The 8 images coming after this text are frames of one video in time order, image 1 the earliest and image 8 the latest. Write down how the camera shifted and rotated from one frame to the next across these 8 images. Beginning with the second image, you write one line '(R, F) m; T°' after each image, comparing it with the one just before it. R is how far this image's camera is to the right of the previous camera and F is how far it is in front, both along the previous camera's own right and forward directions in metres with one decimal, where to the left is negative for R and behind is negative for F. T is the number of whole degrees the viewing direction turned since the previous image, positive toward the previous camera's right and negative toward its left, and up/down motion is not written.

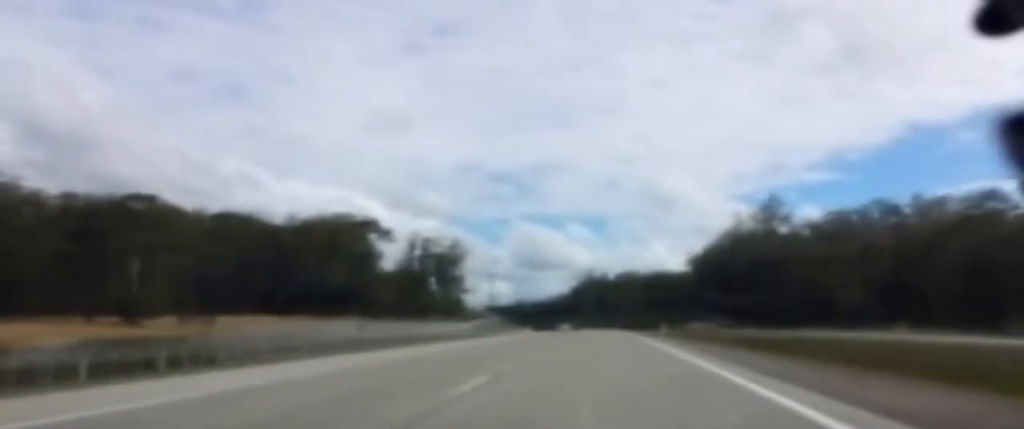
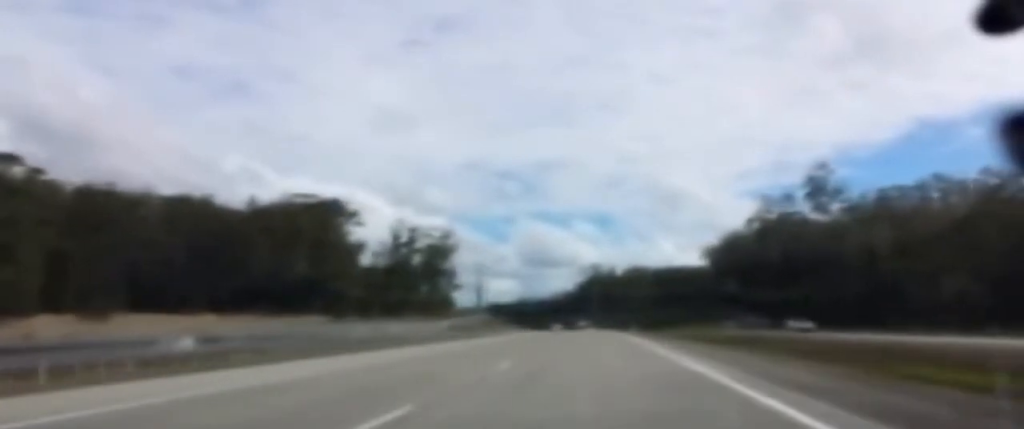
(-0.1, +38.3) m; -1°
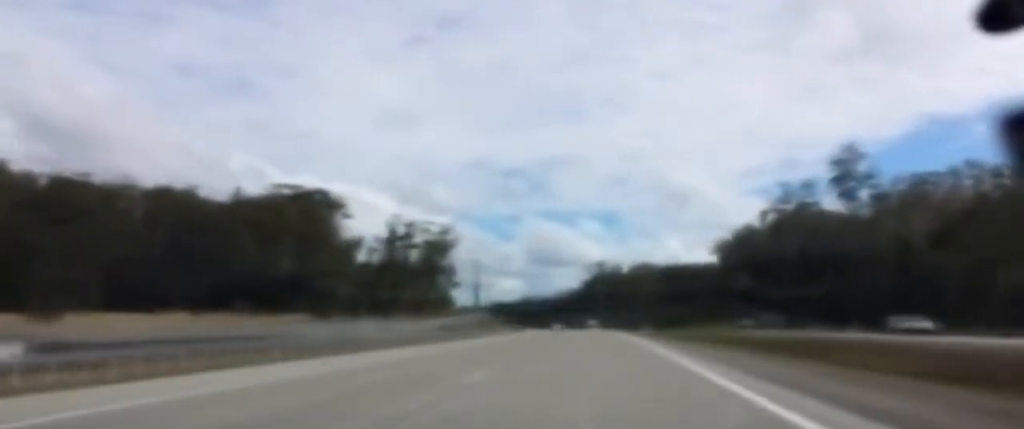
(-0.1, +15.2) m; -1°
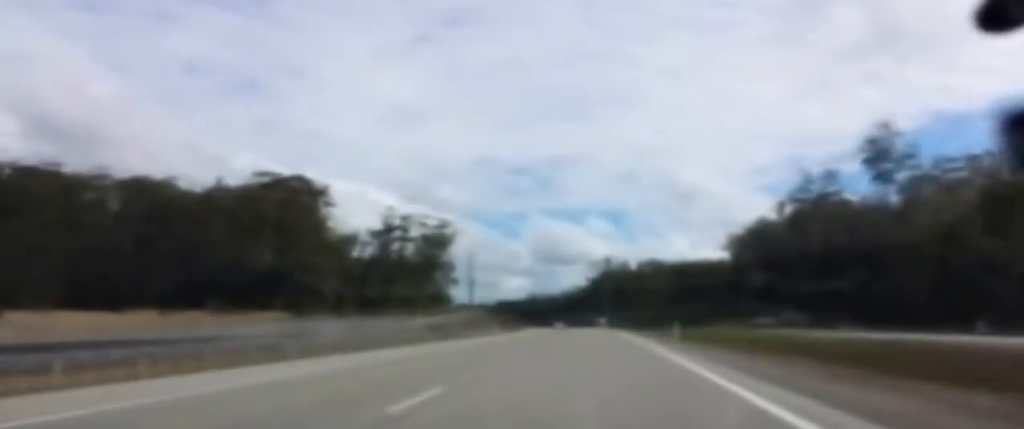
(-0.1, +16.2) m; 0°
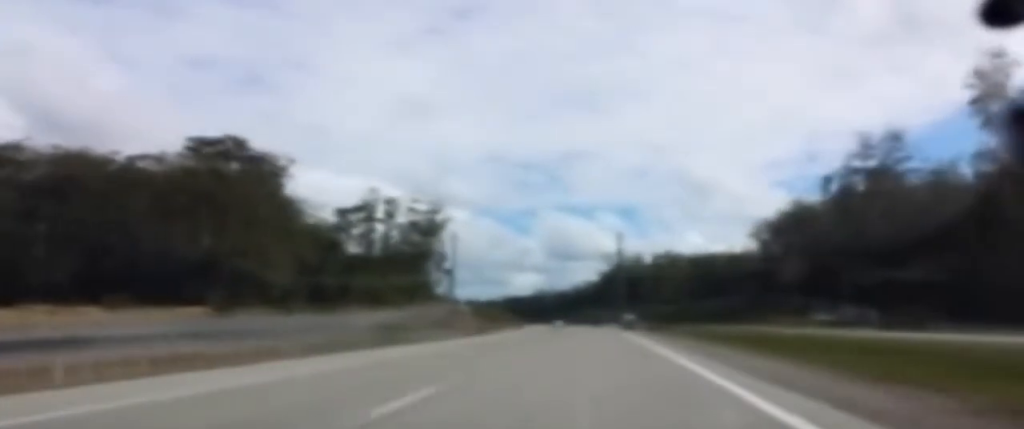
(-0.2, +34.5) m; -1°
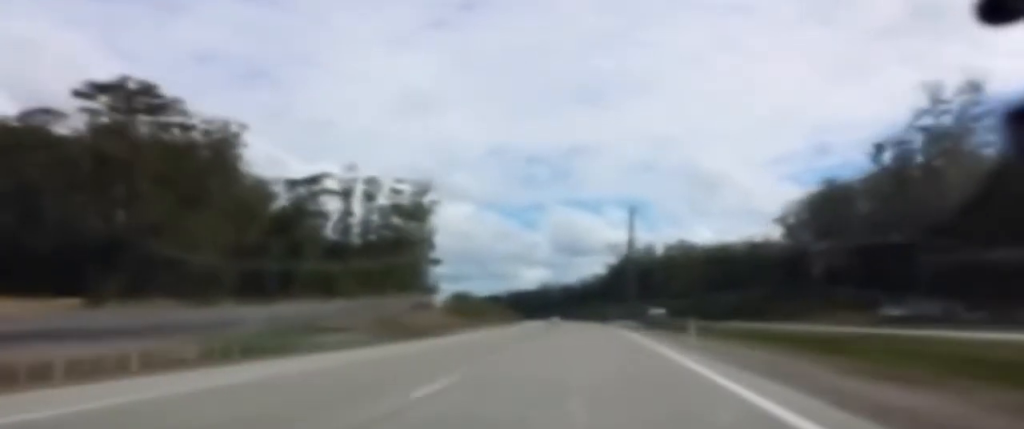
(-0.2, +31.6) m; 0°
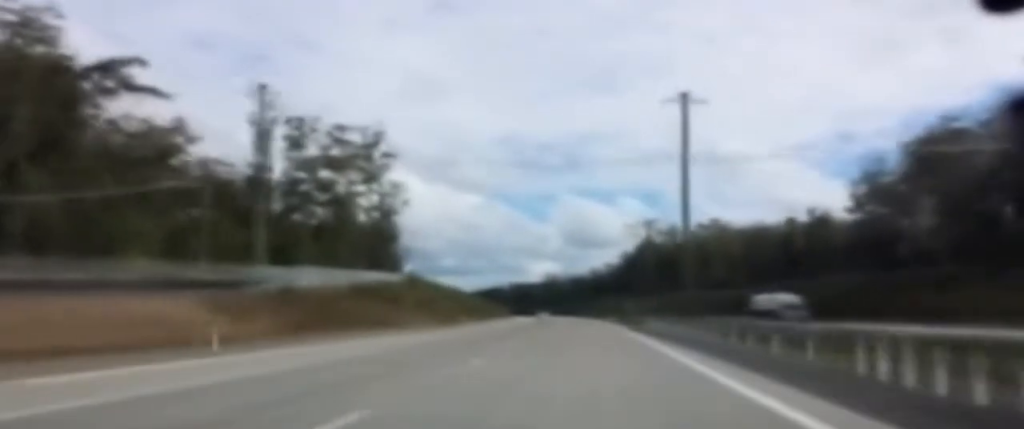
(-0.2, +62.1) m; -1°
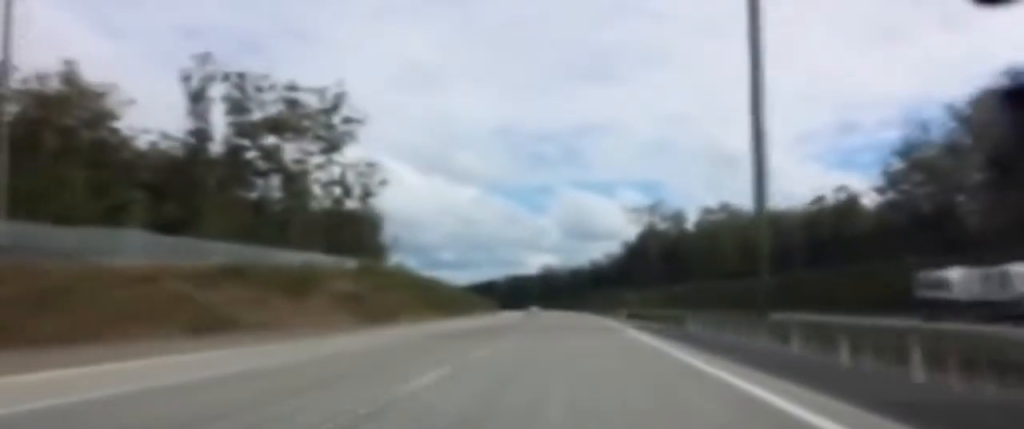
(-0.3, +28.4) m; -2°
